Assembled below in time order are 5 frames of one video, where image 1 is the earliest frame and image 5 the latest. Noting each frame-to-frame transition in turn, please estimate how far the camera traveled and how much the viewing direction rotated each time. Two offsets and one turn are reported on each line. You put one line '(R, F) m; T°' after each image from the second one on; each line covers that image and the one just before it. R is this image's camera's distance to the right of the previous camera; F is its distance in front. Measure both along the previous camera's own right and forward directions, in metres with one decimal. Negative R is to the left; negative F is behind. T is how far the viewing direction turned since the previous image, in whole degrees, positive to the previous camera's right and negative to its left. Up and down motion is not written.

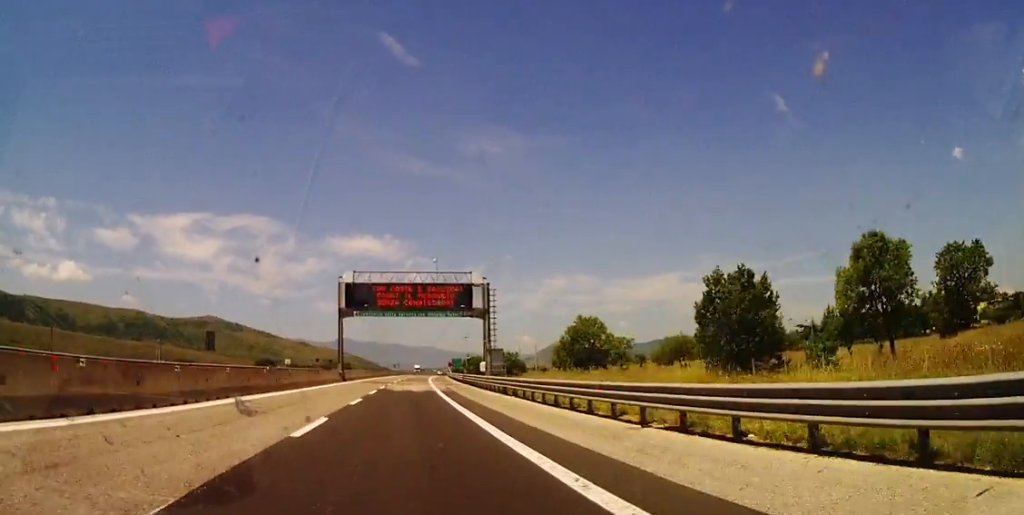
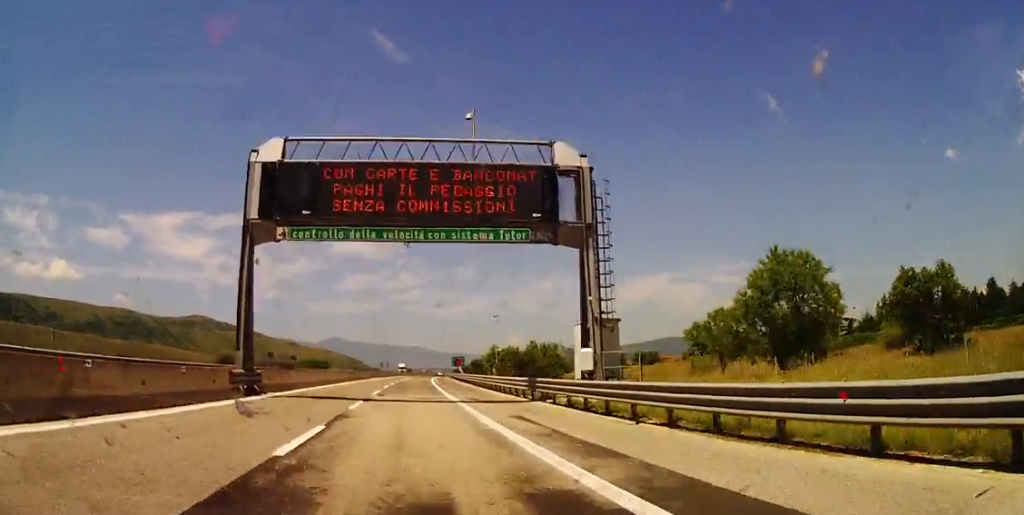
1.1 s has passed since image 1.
(+0.2, +37.2) m; 0°
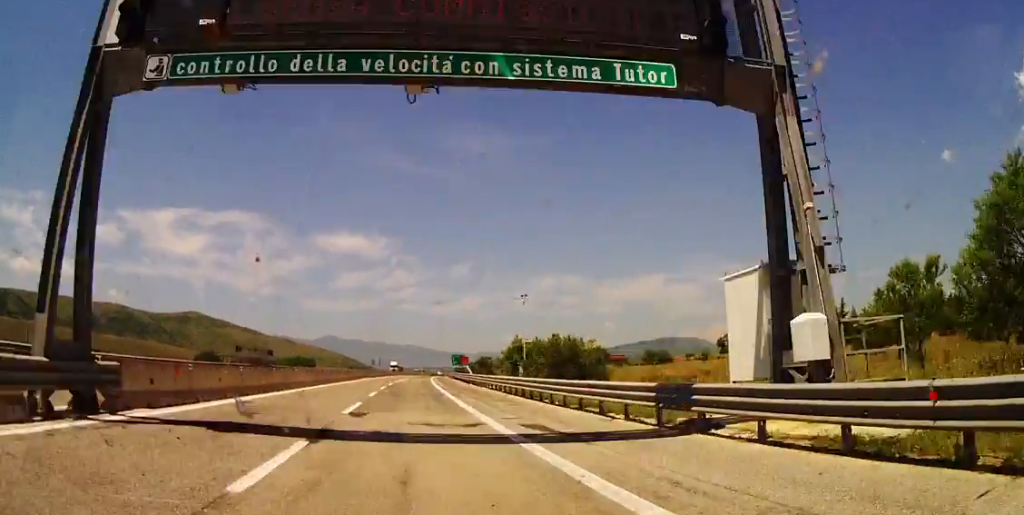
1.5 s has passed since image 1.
(0.0, +15.1) m; 0°
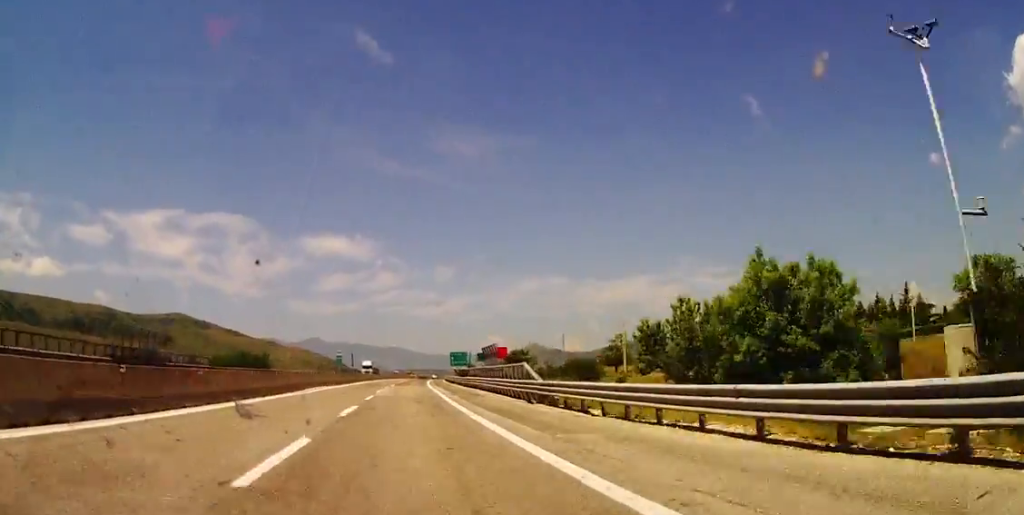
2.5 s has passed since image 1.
(+0.2, +35.9) m; +1°
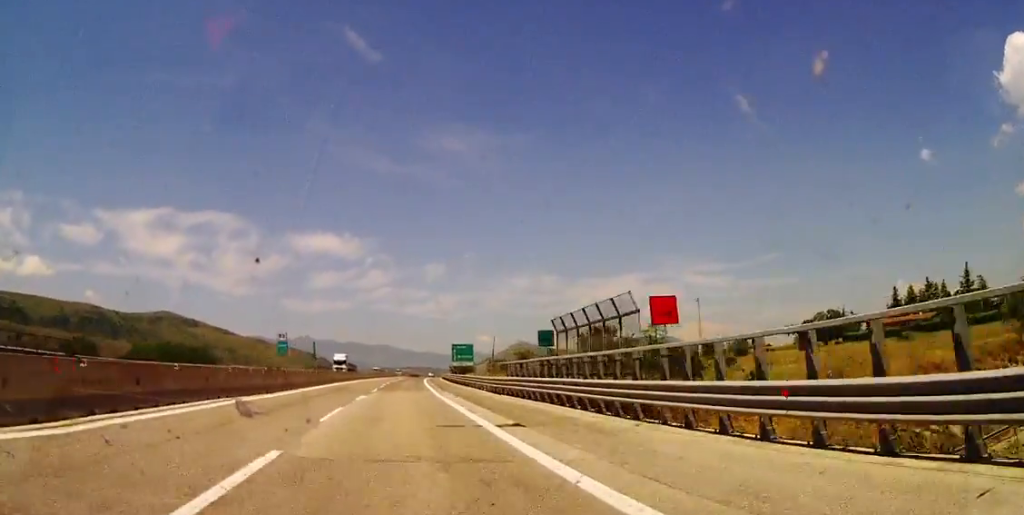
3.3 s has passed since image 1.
(+0.1, +26.6) m; +1°
